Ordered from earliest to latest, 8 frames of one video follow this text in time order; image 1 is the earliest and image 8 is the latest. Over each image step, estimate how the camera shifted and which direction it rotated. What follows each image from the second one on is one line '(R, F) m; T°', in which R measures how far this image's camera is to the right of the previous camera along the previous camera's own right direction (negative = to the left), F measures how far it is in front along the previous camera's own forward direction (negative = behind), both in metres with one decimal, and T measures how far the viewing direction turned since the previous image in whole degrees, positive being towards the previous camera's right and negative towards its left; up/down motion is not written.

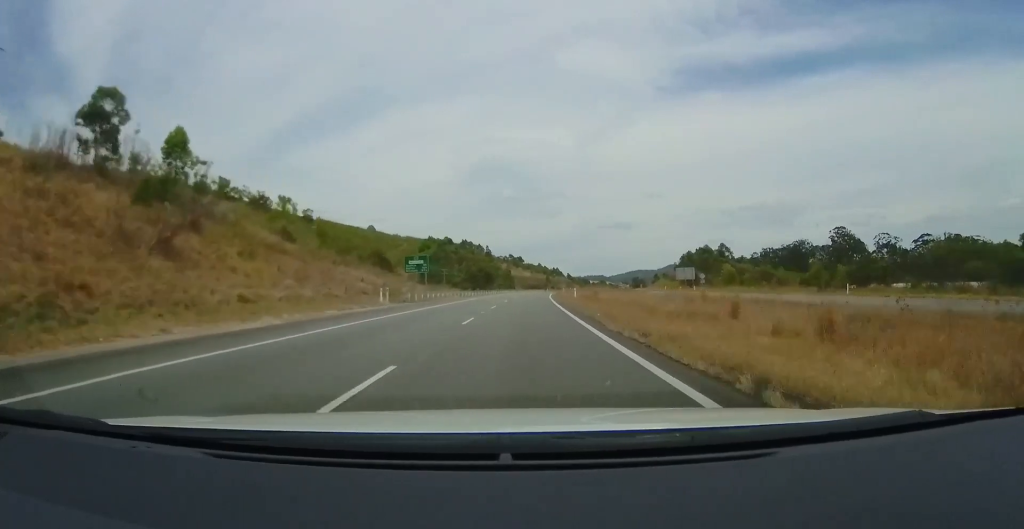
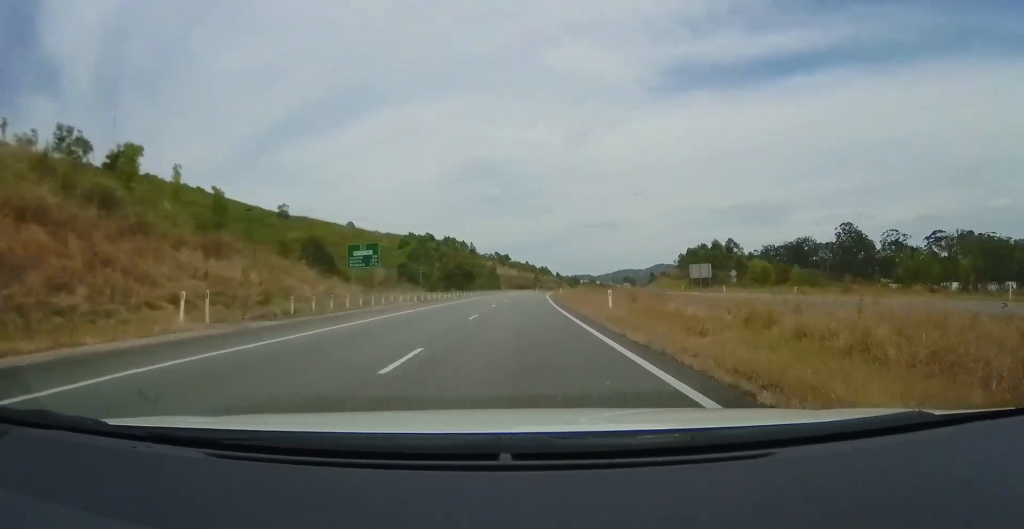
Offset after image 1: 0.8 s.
(+0.2, +22.6) m; +1°
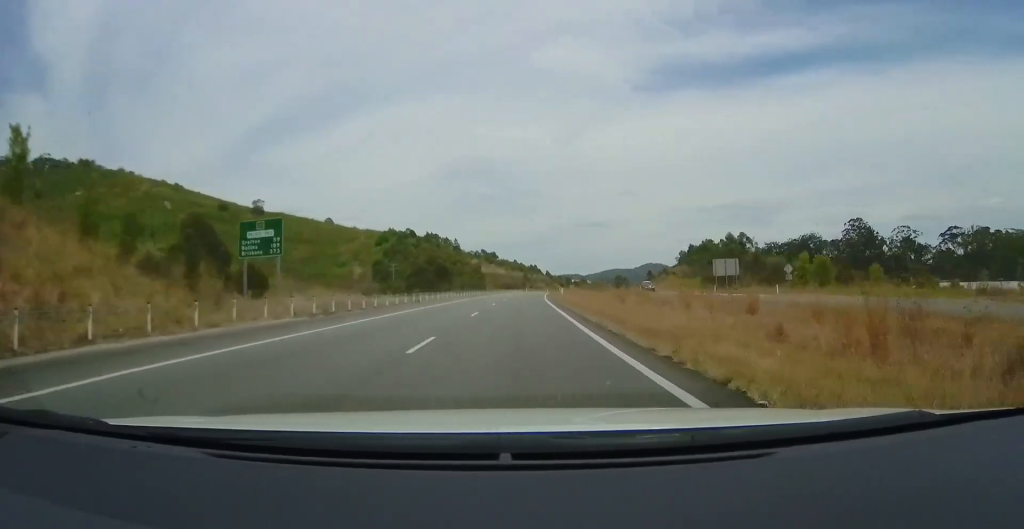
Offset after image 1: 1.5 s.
(-0.1, +21.4) m; +1°
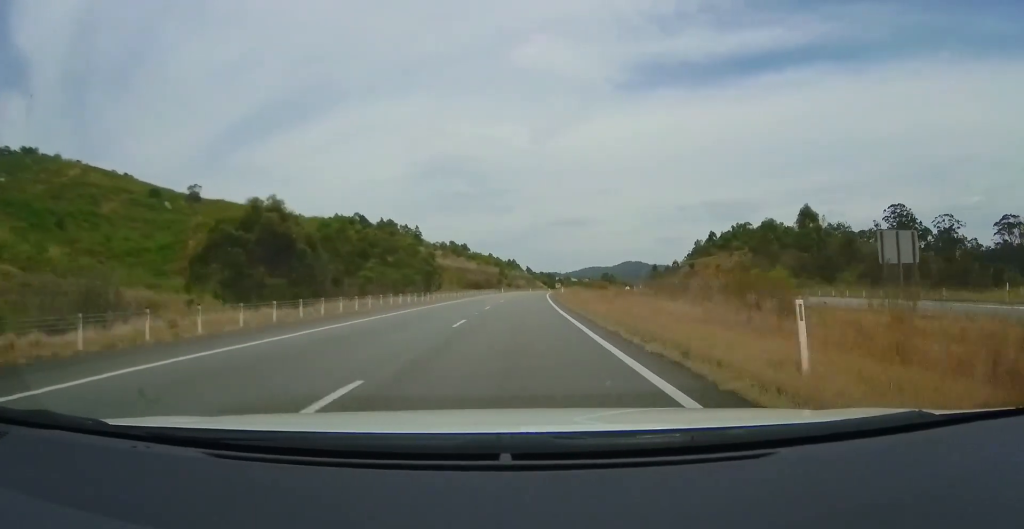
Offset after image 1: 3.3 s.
(+0.9, +54.3) m; +2°
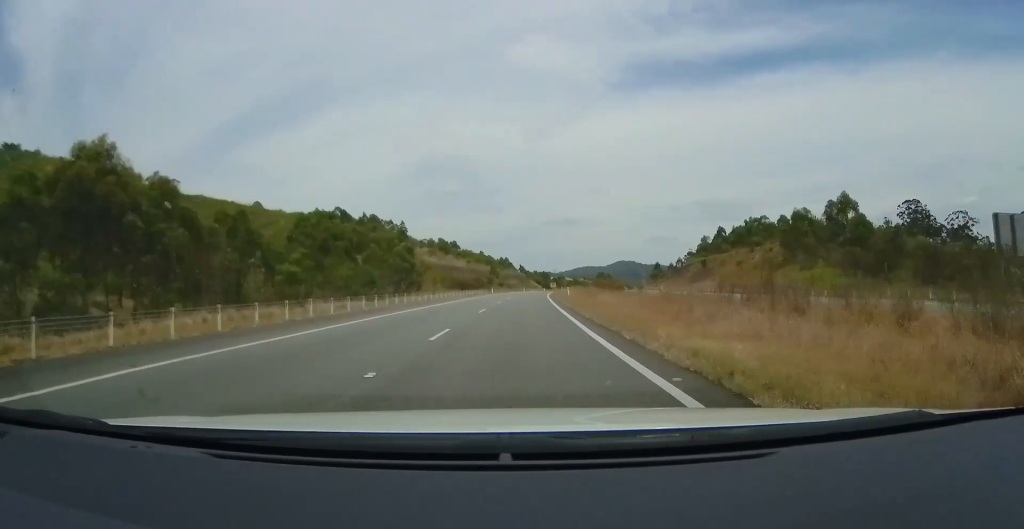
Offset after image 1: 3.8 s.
(+0.2, +15.3) m; +1°
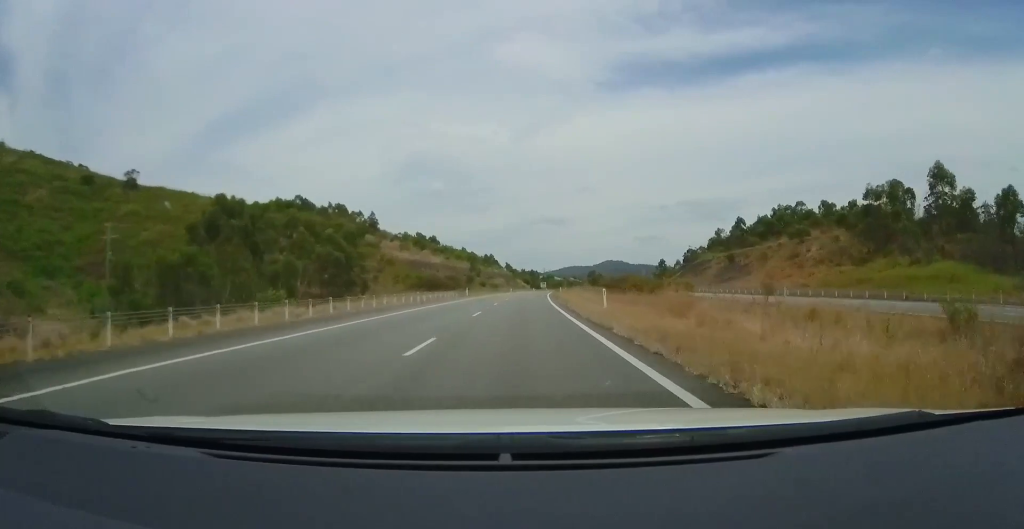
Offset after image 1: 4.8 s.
(+0.5, +27.1) m; +2°
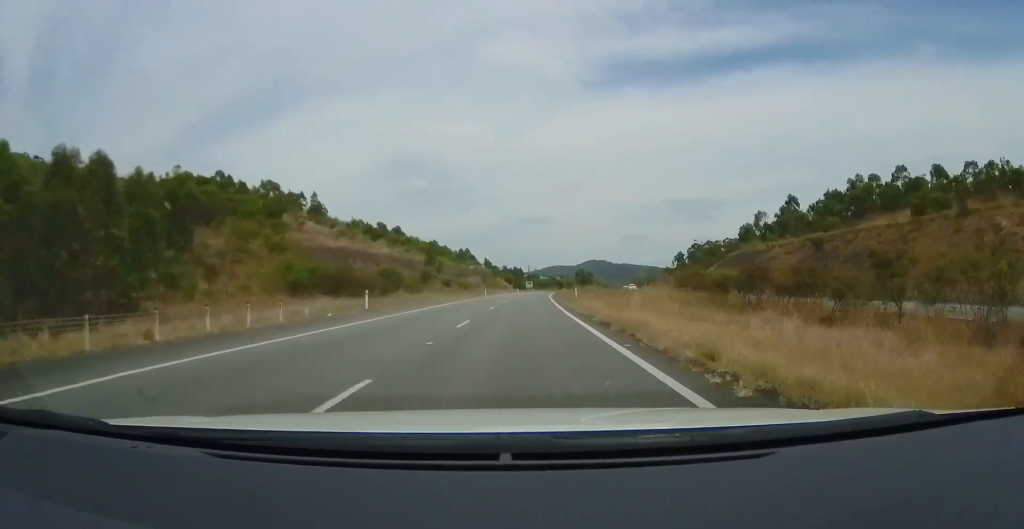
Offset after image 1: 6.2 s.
(+0.7, +41.4) m; +2°
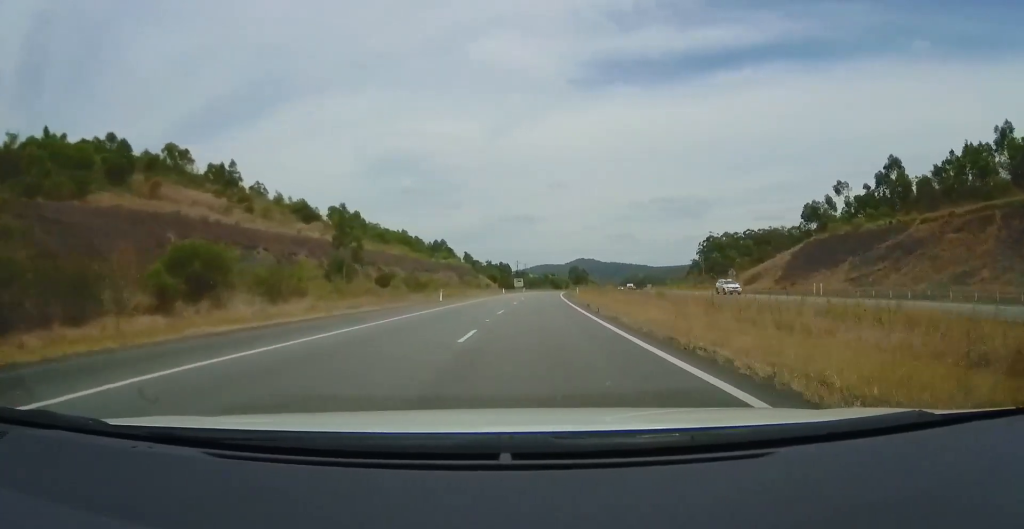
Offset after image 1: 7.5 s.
(+0.6, +40.4) m; +3°
